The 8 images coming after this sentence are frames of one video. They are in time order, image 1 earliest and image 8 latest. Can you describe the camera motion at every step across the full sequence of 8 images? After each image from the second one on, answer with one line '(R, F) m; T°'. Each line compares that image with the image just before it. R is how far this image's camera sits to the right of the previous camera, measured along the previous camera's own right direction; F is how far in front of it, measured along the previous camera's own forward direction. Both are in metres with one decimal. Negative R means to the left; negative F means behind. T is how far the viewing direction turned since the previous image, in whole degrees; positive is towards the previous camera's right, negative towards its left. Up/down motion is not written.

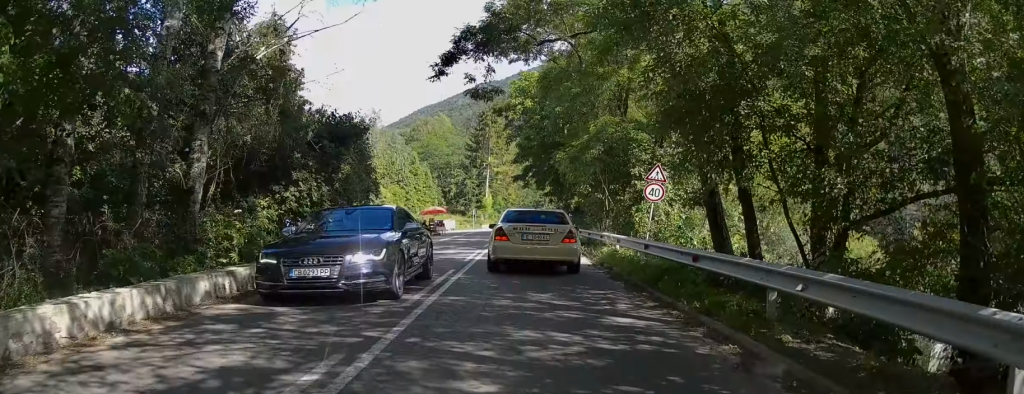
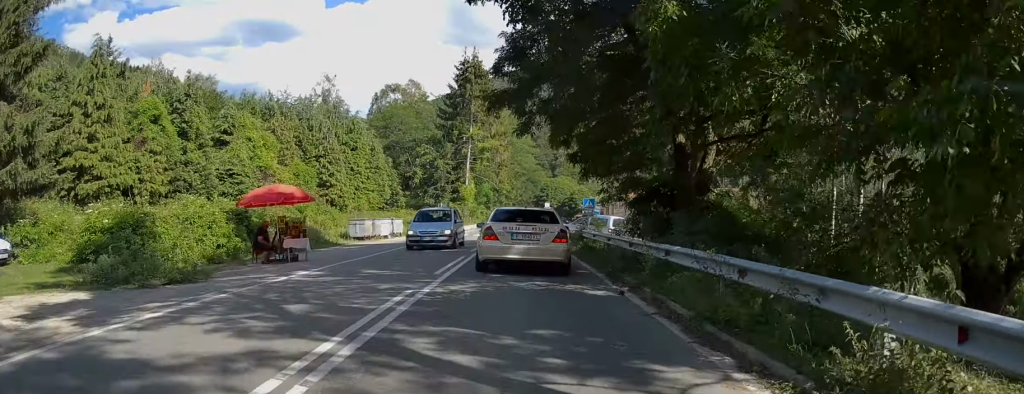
(-0.1, +31.3) m; 0°
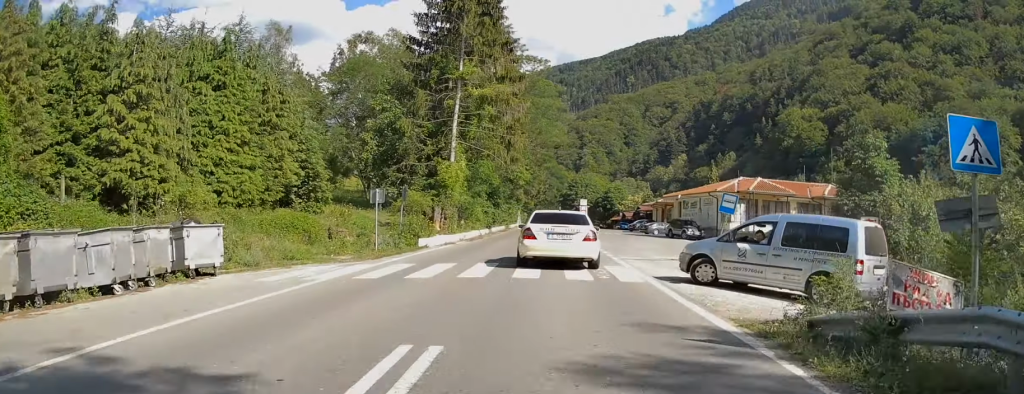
(-0.4, +29.4) m; -1°
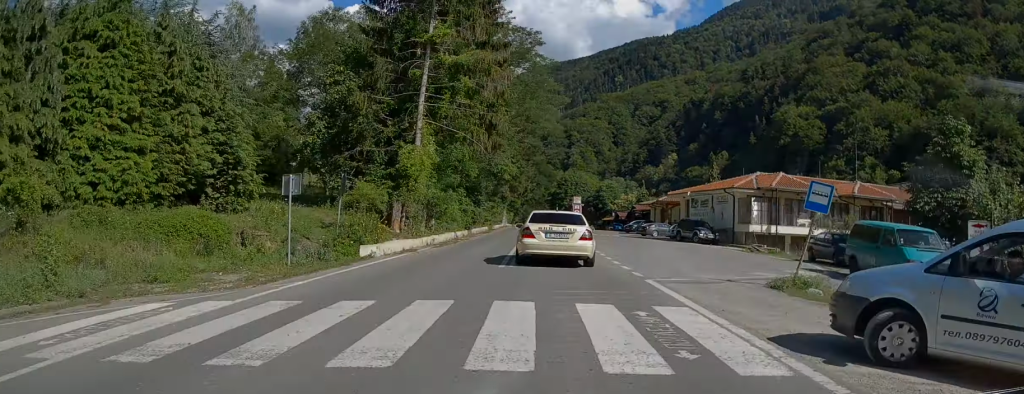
(+0.1, +8.0) m; +1°
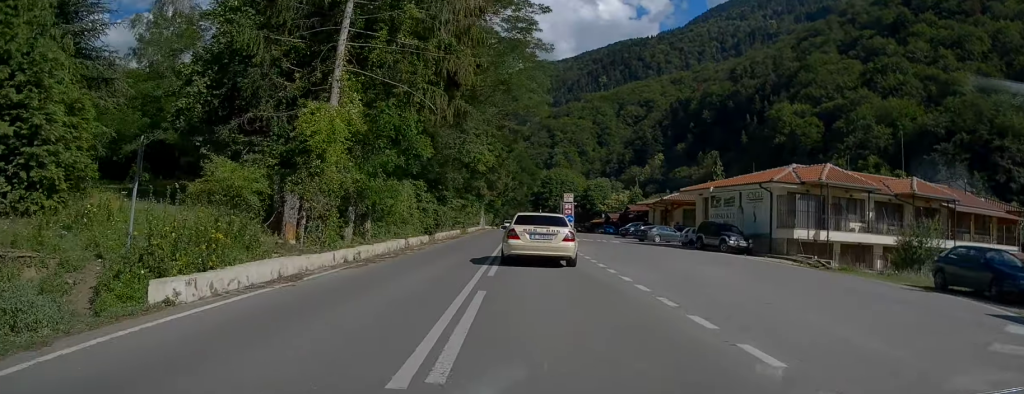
(+0.2, +10.7) m; +1°
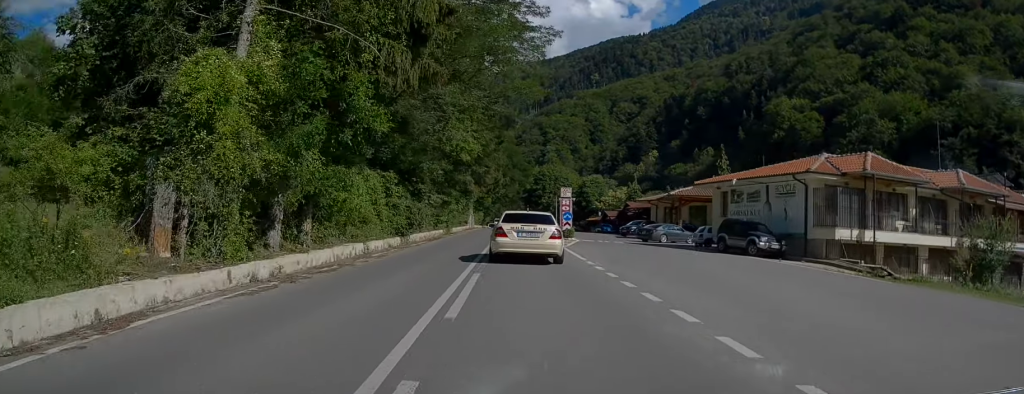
(0.0, +5.9) m; 0°
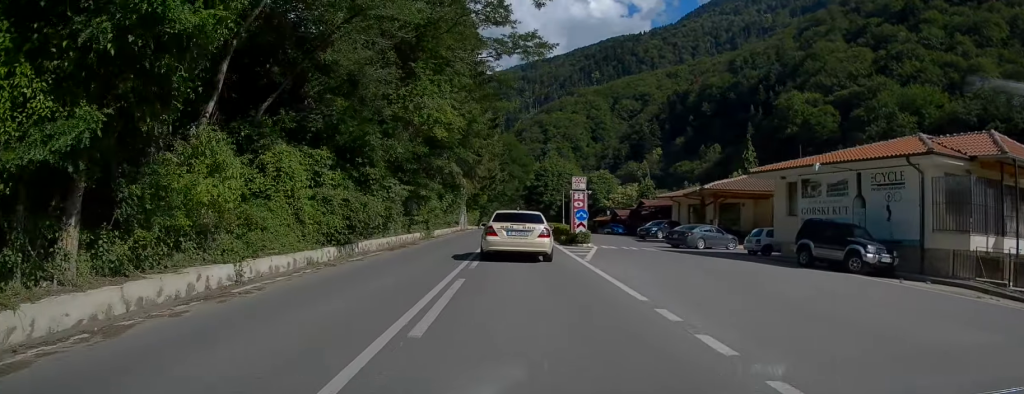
(0.0, +10.0) m; 0°
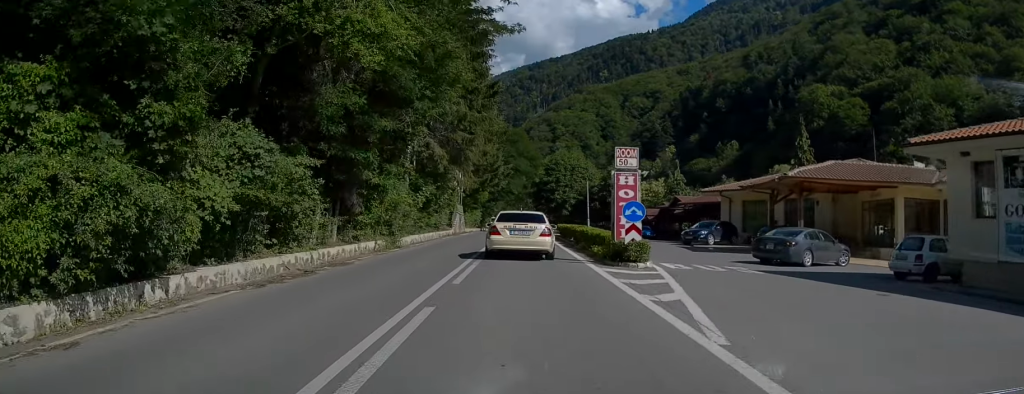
(-0.1, +12.9) m; 0°
